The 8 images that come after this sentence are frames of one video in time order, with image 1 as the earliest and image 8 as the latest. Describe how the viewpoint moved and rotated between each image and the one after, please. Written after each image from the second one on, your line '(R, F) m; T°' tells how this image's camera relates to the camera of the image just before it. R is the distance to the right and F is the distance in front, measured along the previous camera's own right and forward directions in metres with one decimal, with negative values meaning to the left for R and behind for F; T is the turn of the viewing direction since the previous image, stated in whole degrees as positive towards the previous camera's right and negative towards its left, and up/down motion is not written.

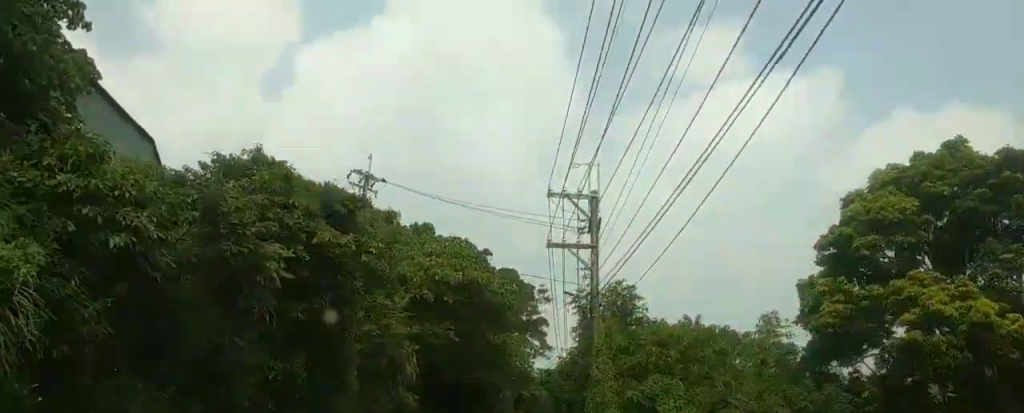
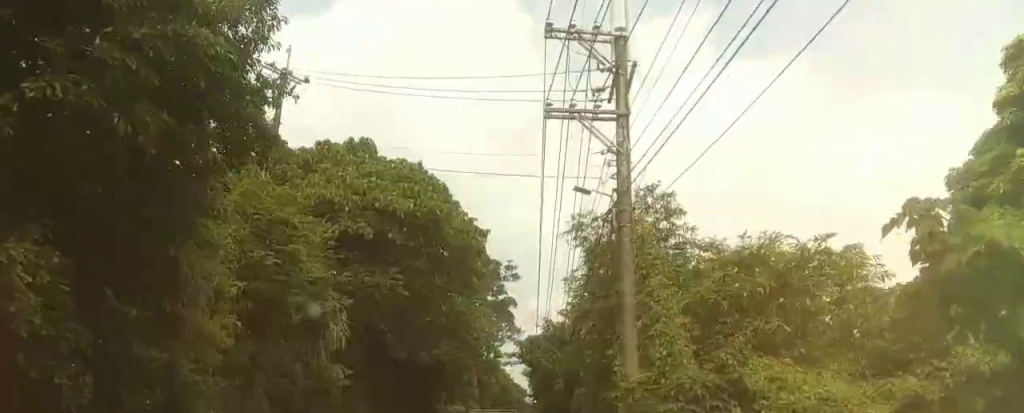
(+0.1, +10.3) m; 0°
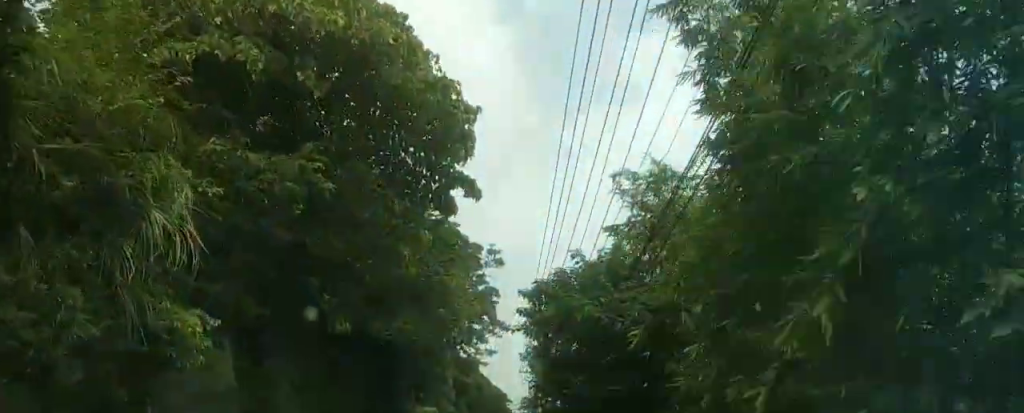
(+0.1, +12.1) m; +4°
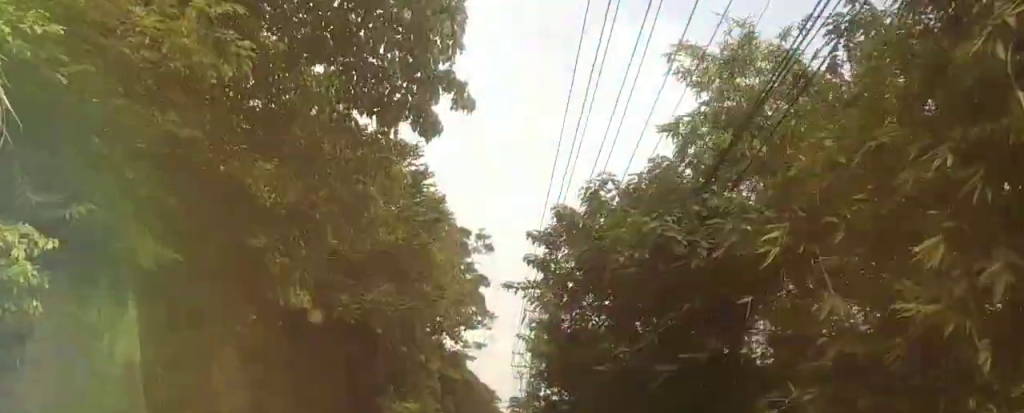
(+0.3, +5.2) m; +3°
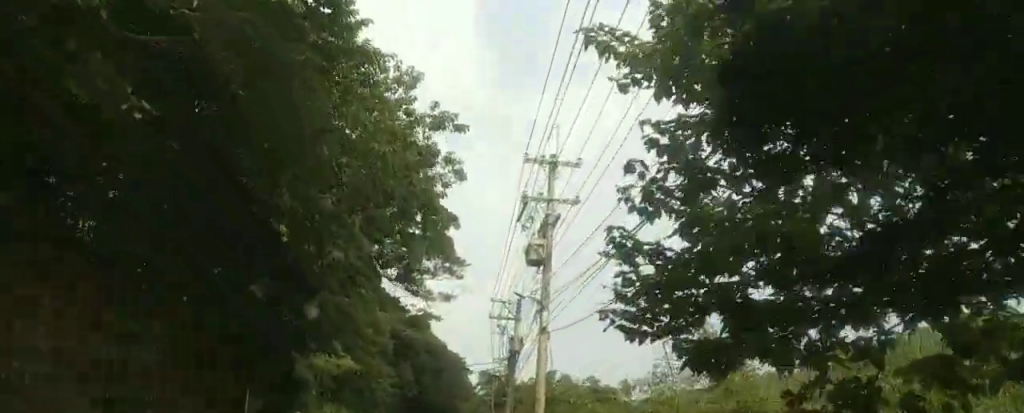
(+0.1, +17.7) m; +1°
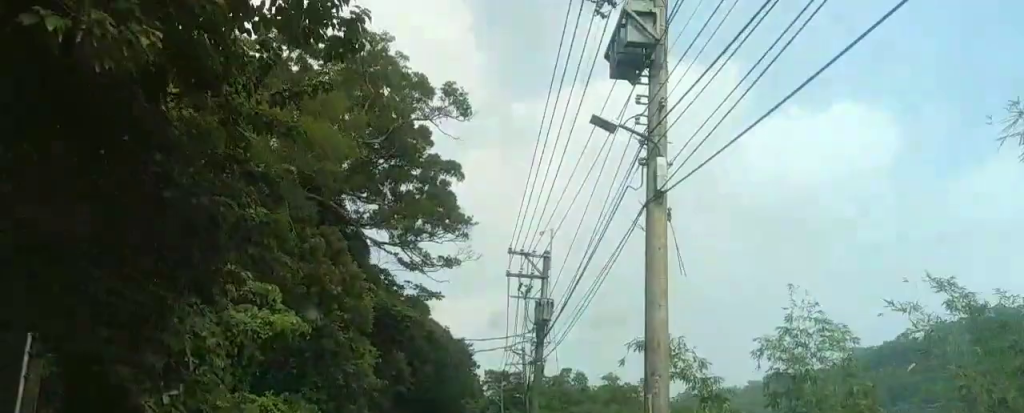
(+0.2, +12.3) m; +2°
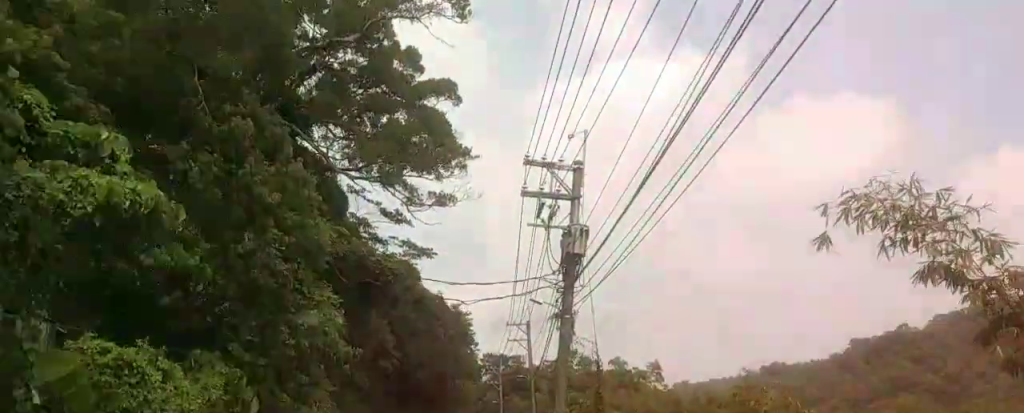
(+0.1, +8.7) m; 0°
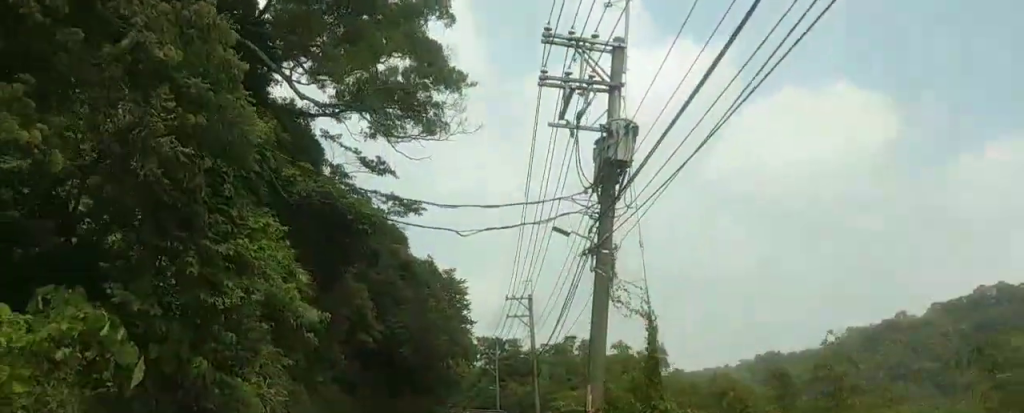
(0.0, +6.2) m; -1°
